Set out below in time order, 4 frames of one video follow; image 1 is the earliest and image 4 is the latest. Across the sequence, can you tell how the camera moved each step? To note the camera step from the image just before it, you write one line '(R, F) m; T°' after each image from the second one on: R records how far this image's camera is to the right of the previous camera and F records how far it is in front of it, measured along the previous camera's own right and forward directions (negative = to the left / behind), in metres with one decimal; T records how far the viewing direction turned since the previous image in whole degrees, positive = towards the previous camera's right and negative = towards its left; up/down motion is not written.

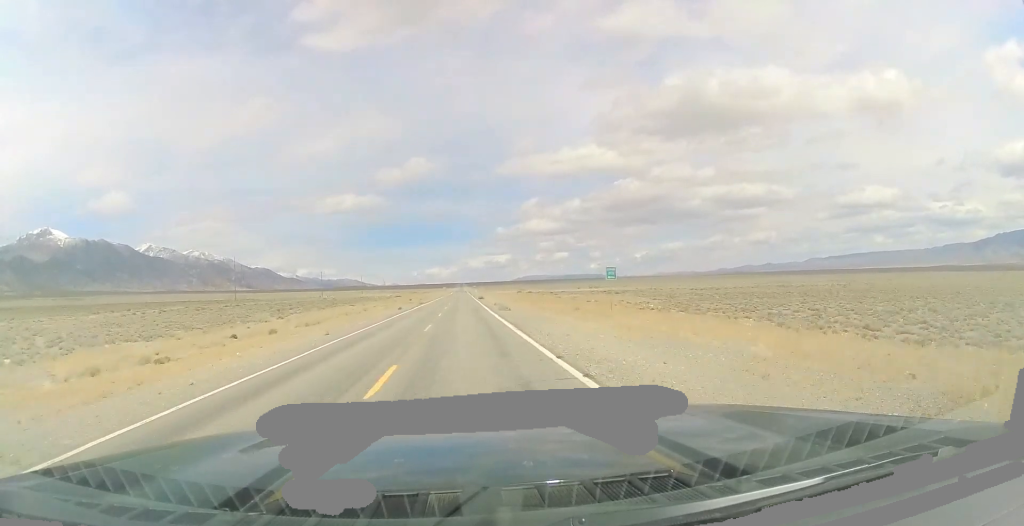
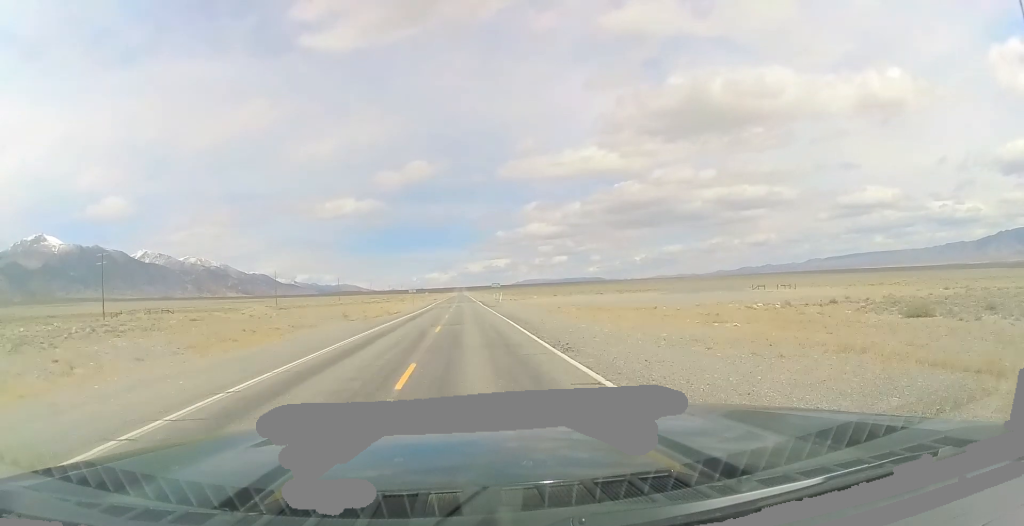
(-2.8, +150.1) m; 0°
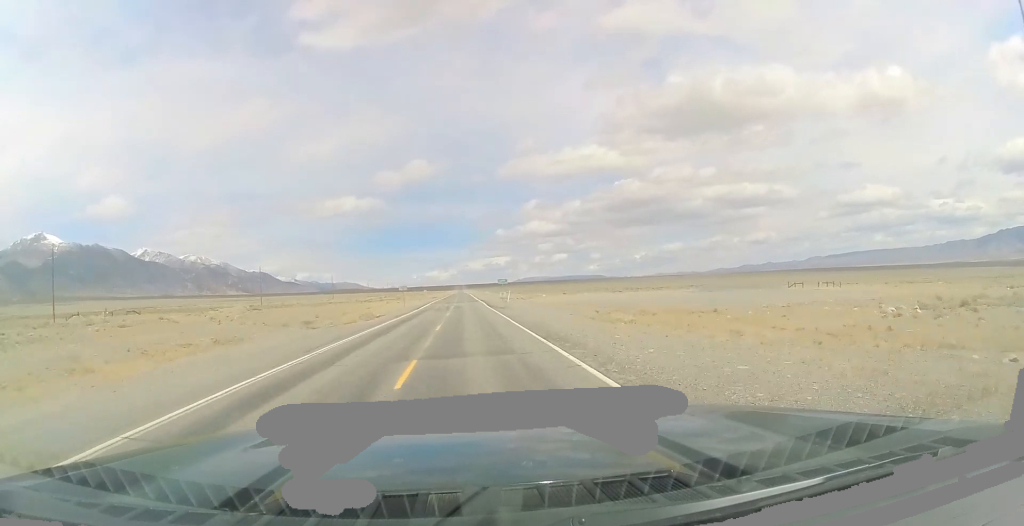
(0.0, +13.7) m; 0°
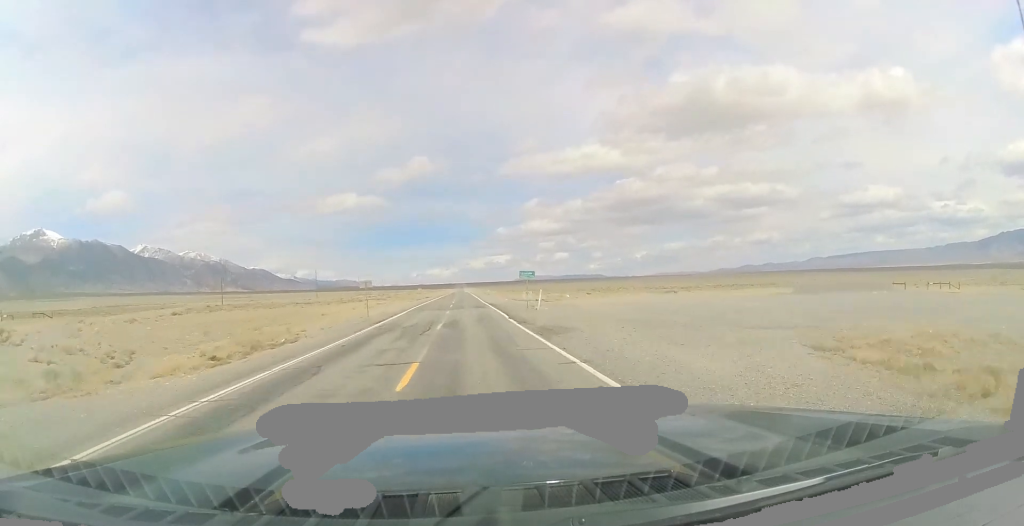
(-0.1, +27.3) m; 0°
